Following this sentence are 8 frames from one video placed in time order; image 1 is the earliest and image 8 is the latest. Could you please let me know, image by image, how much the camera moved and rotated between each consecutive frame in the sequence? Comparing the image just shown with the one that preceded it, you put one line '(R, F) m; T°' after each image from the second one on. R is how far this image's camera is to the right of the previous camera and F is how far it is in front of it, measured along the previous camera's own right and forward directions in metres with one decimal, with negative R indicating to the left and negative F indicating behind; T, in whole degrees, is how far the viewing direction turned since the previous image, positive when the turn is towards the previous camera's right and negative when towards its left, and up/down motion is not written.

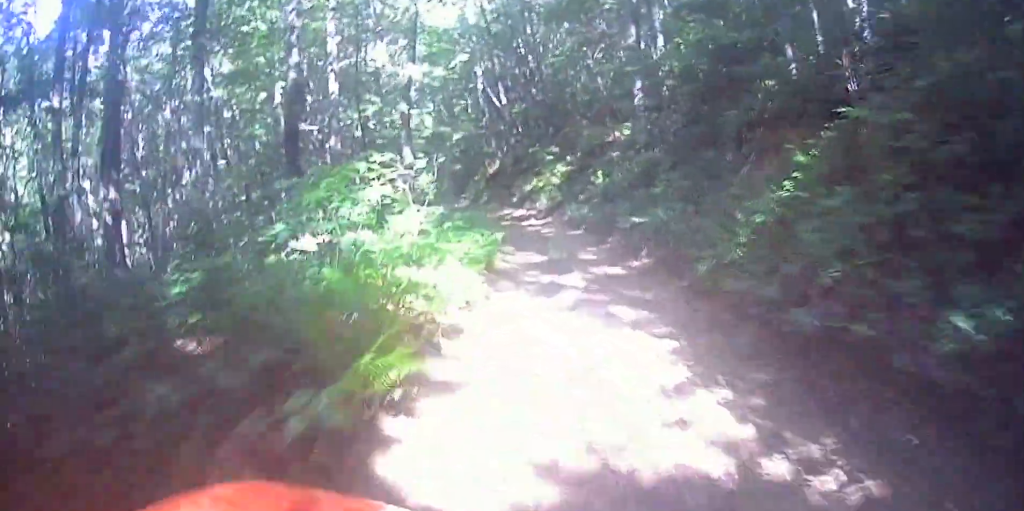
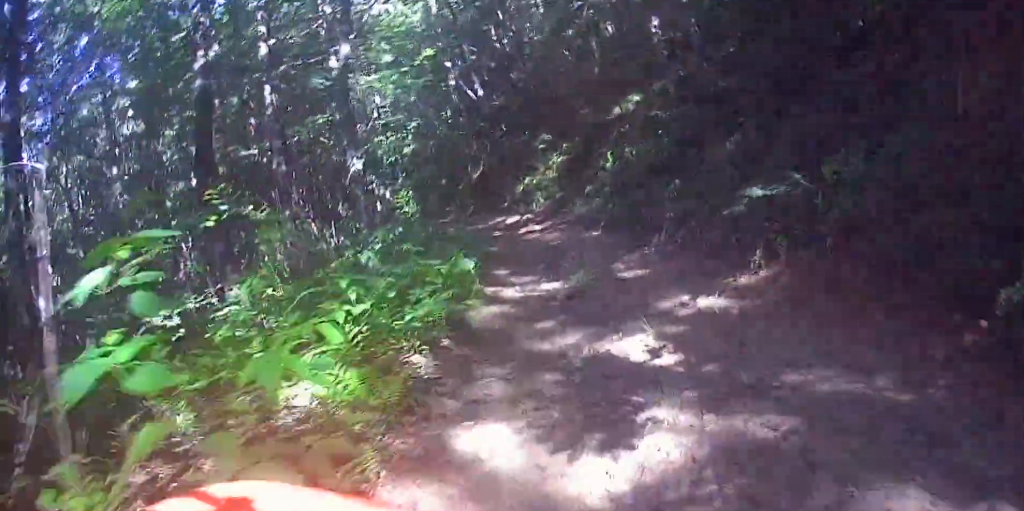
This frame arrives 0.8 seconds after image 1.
(-0.2, +3.2) m; -3°
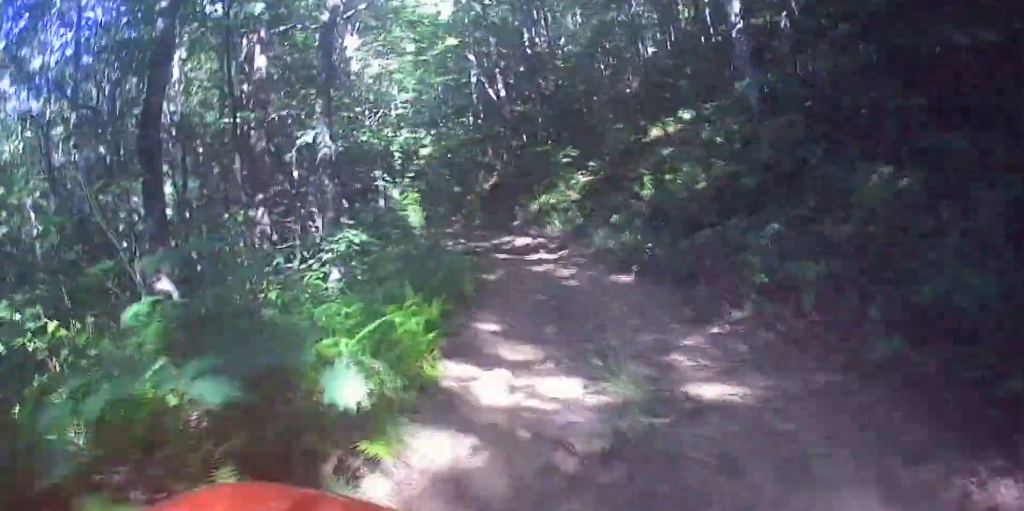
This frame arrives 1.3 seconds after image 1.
(-0.1, +2.4) m; +5°
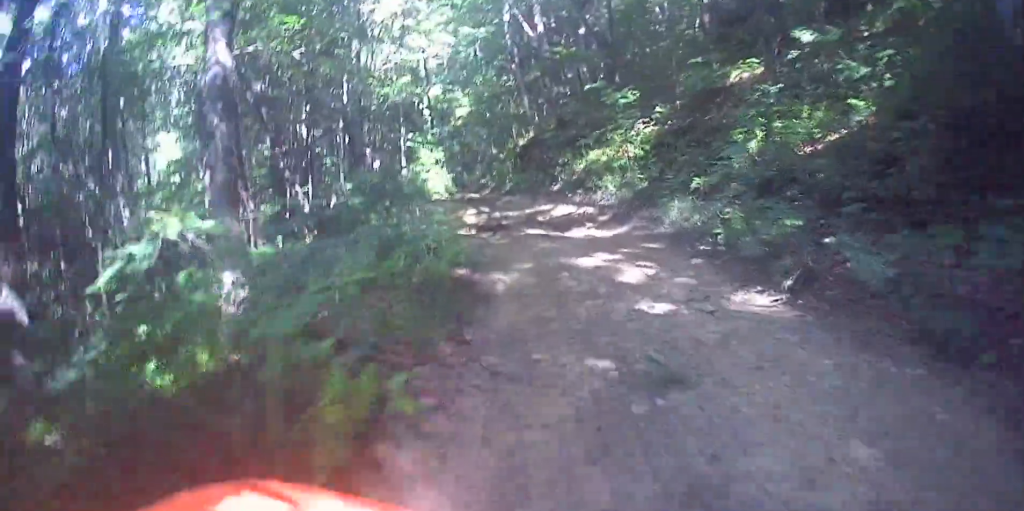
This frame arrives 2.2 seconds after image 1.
(+0.4, +3.9) m; +13°
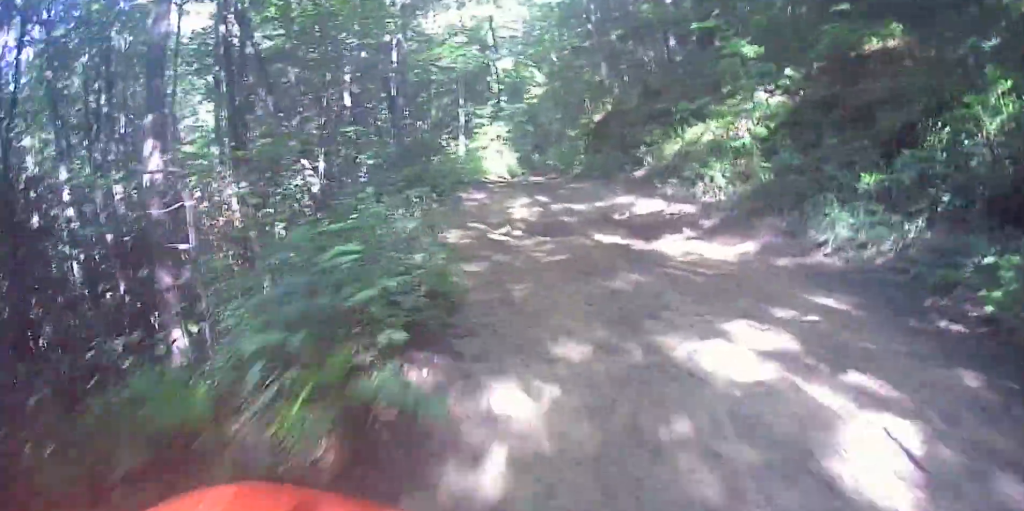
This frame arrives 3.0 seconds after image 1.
(+0.6, +4.3) m; +13°
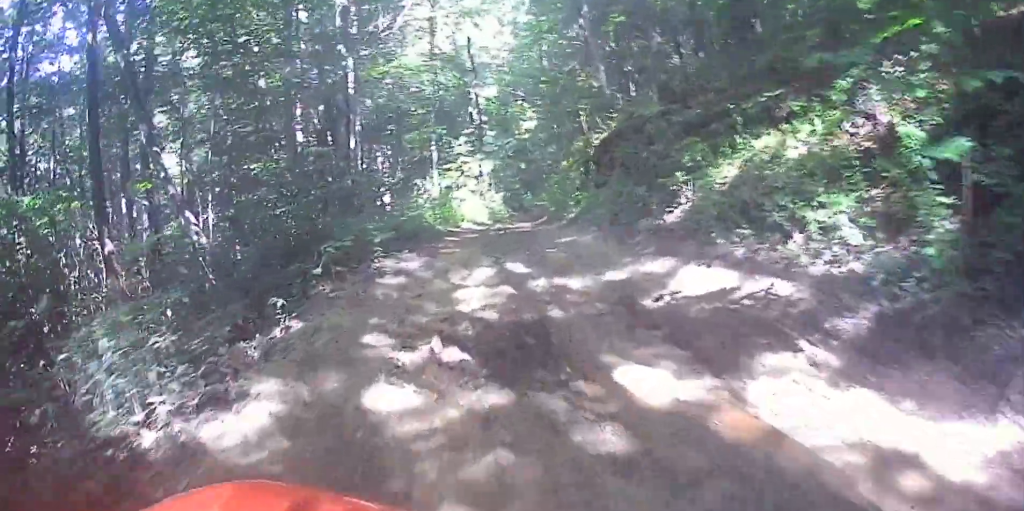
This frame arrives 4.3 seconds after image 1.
(+0.5, +4.5) m; +25°
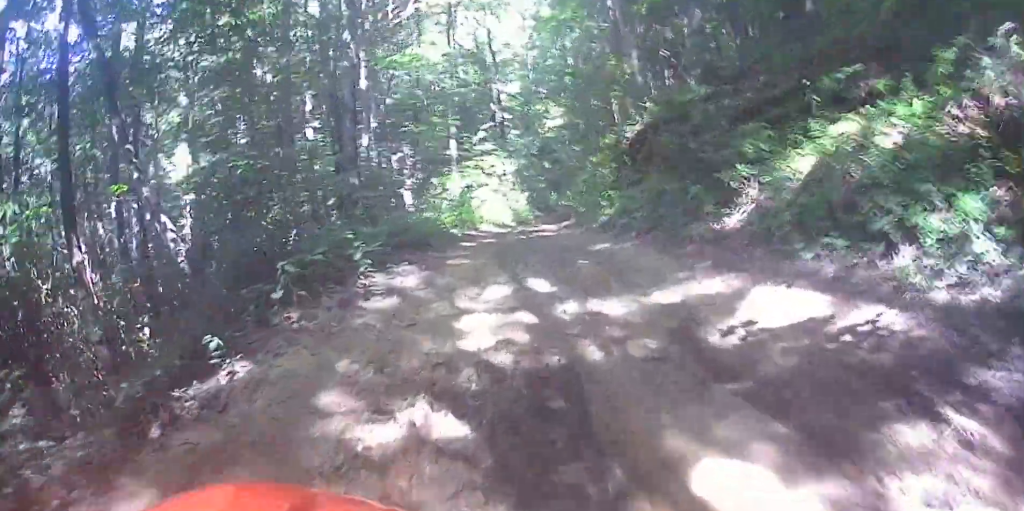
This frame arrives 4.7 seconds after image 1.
(0.0, +0.8) m; +7°
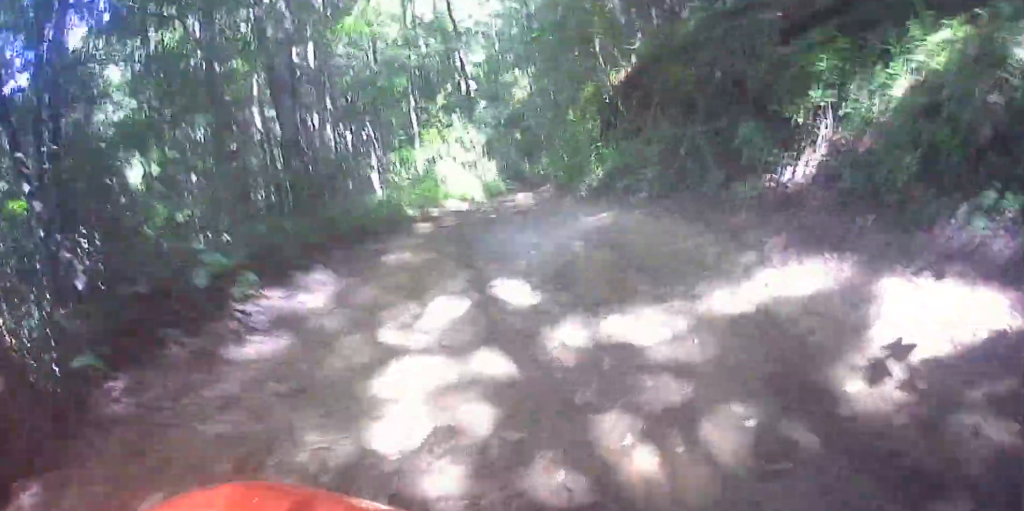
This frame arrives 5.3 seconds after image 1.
(+0.5, +0.6) m; -6°
